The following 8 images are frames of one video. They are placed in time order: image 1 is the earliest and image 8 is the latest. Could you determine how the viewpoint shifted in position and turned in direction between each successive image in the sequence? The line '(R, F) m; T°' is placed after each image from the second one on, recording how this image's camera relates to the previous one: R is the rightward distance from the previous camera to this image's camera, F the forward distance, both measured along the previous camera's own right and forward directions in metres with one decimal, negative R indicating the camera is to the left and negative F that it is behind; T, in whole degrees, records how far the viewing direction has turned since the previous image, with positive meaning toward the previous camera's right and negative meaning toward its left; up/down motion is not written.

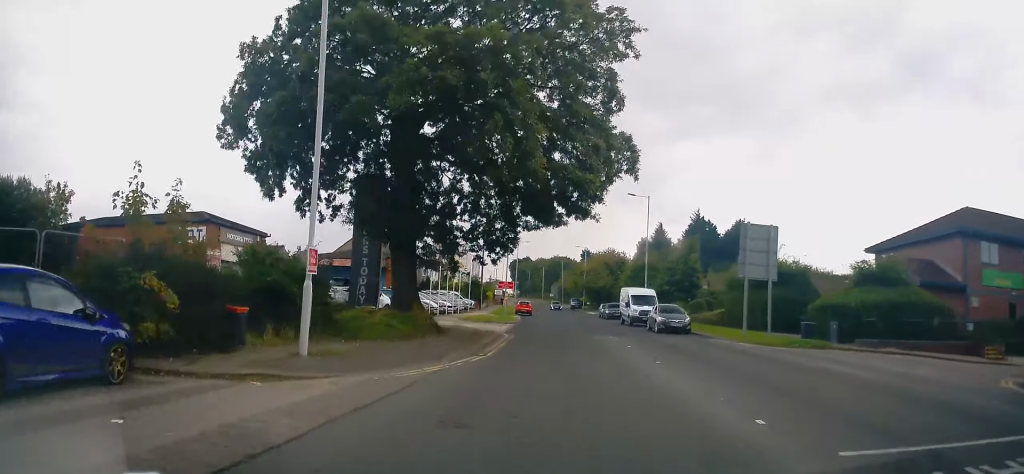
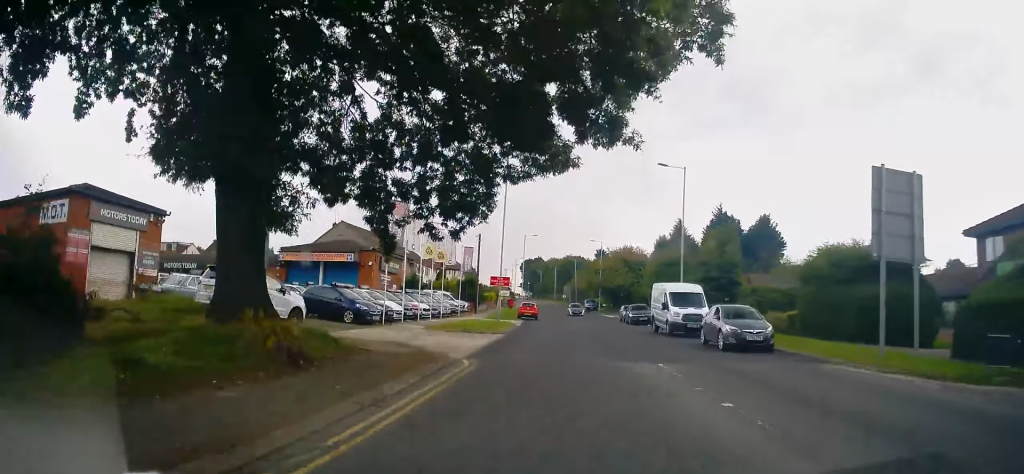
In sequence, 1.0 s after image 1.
(-0.3, +10.9) m; -2°
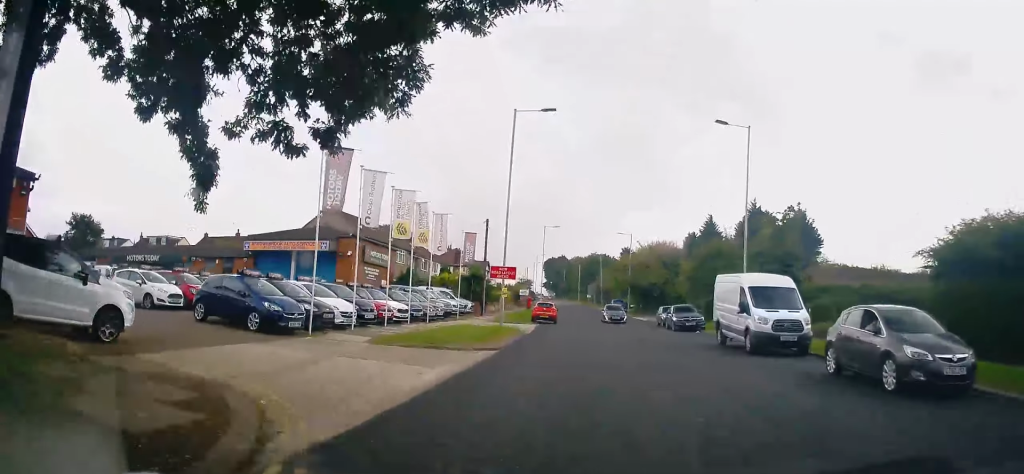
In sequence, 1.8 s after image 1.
(-0.2, +9.4) m; 0°
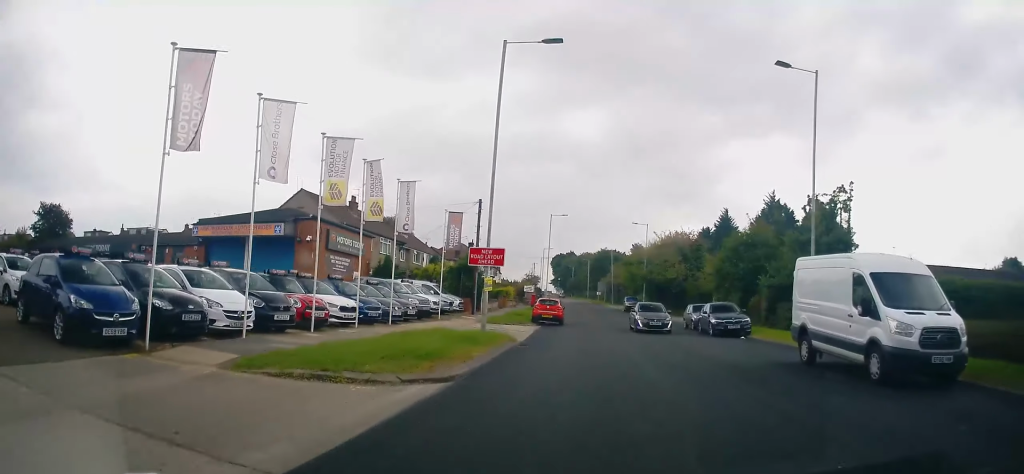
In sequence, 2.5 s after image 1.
(+0.2, +7.7) m; 0°
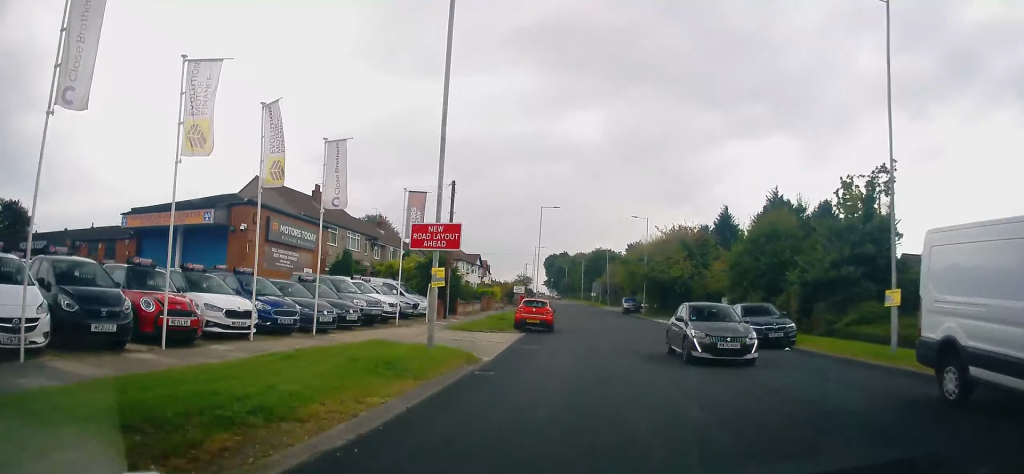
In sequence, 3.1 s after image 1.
(0.0, +6.5) m; 0°
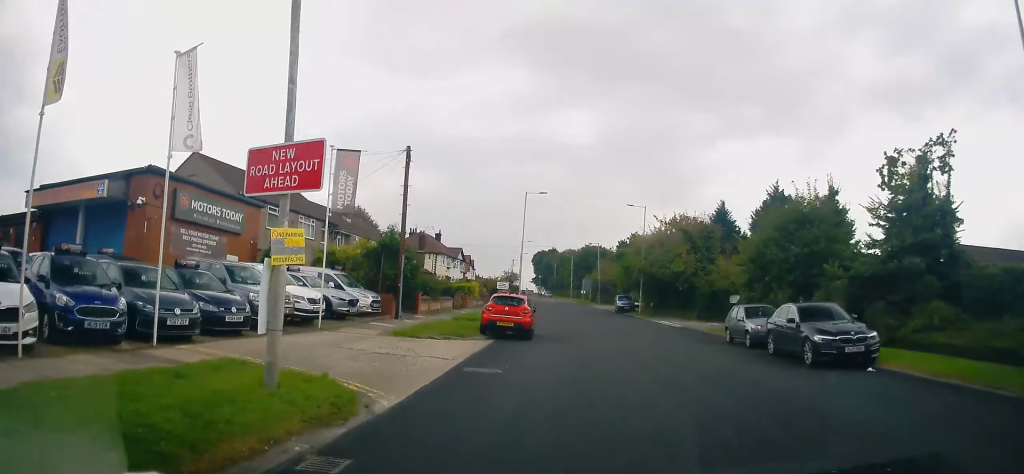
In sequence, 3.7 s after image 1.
(-0.1, +6.8) m; -1°
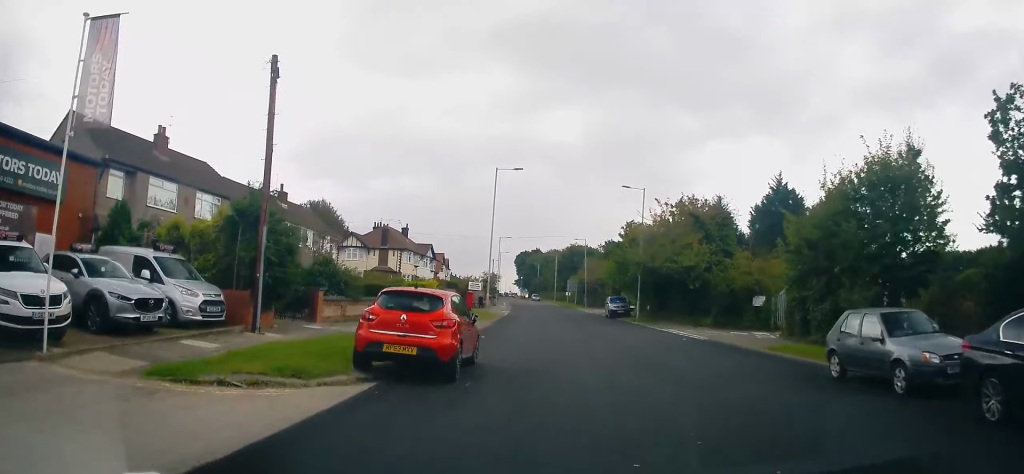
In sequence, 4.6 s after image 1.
(0.0, +10.4) m; +1°
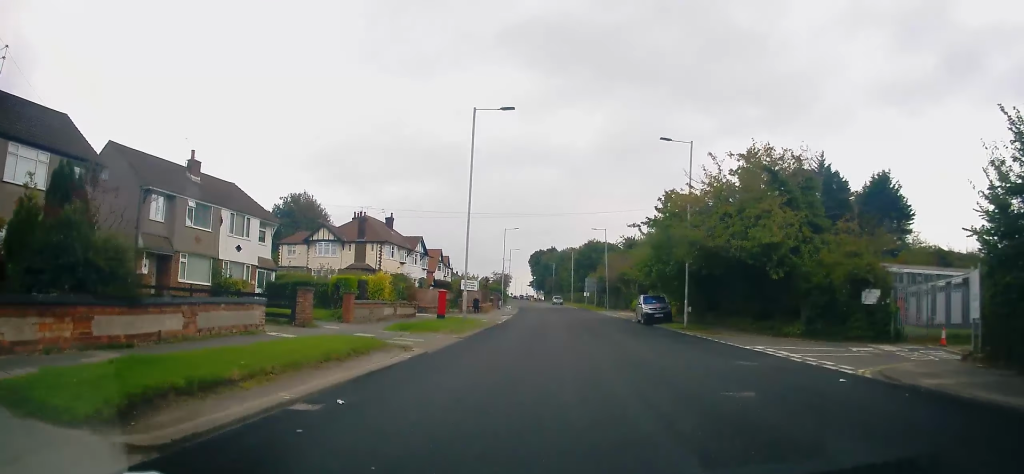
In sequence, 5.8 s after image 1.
(+0.3, +14.0) m; 0°
